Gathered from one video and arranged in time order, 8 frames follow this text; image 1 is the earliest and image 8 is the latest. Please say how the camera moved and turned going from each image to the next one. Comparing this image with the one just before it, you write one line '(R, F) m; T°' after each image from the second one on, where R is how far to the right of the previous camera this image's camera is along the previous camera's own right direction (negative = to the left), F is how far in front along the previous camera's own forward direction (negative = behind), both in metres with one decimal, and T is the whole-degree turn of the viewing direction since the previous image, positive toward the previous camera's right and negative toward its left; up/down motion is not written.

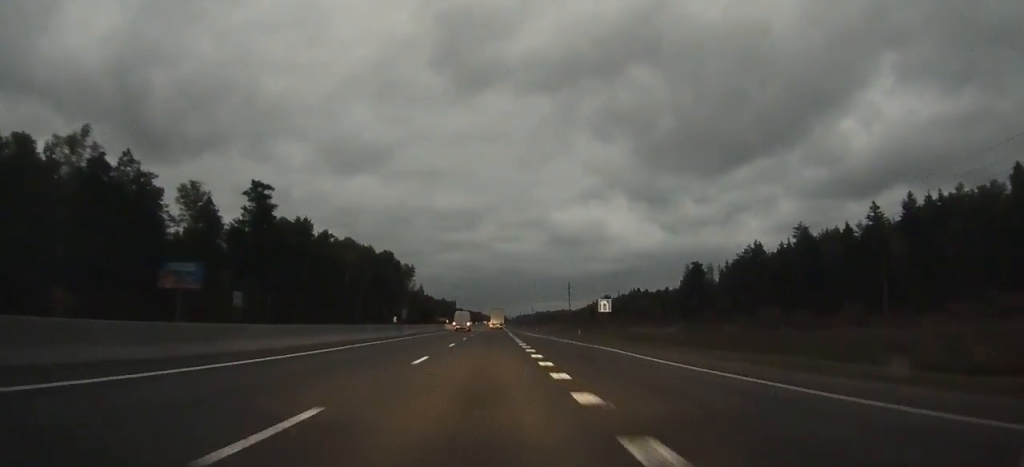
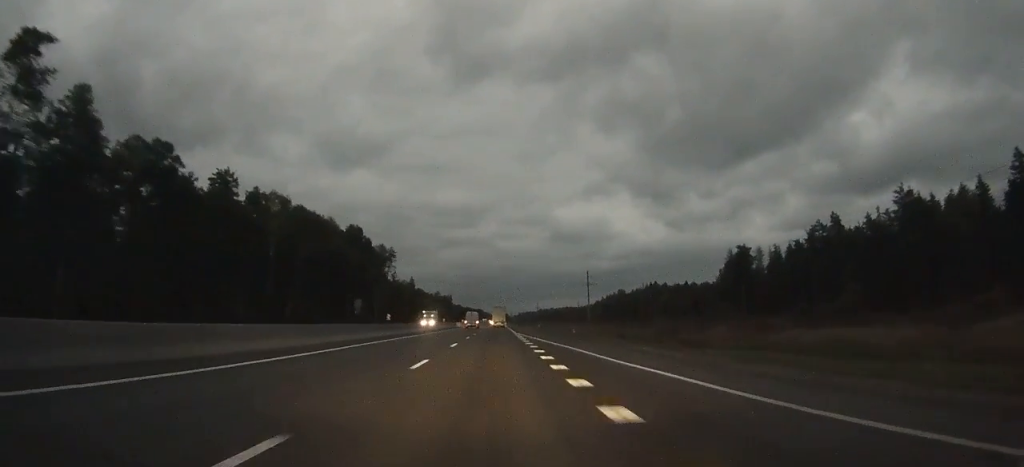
(-0.3, +49.4) m; 0°
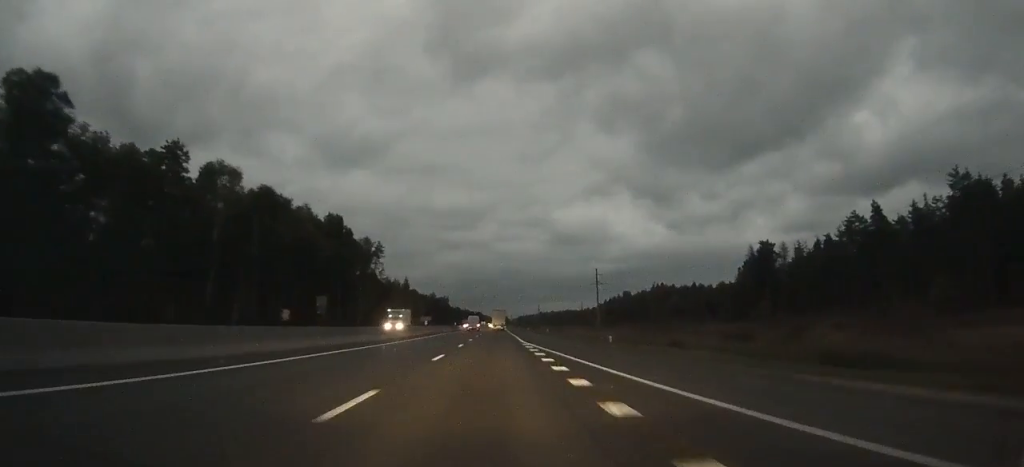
(-0.1, +19.5) m; 0°
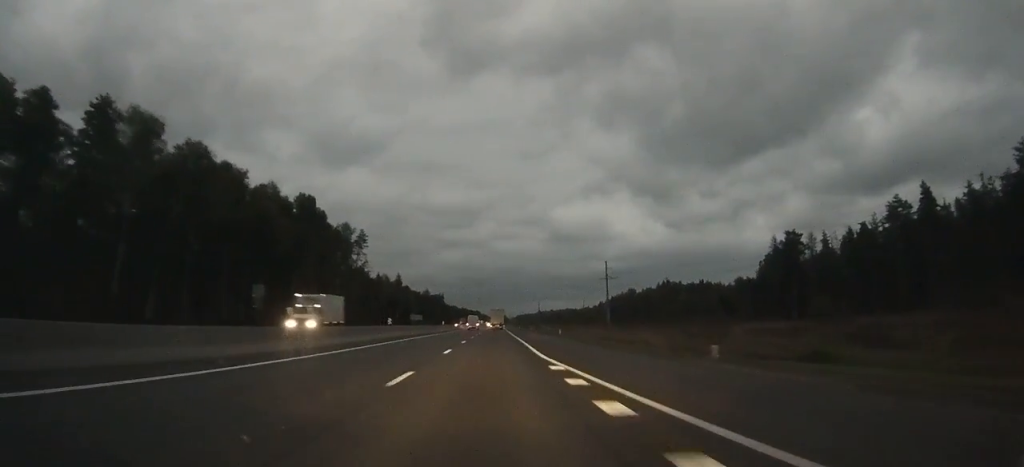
(0.0, +19.6) m; 0°
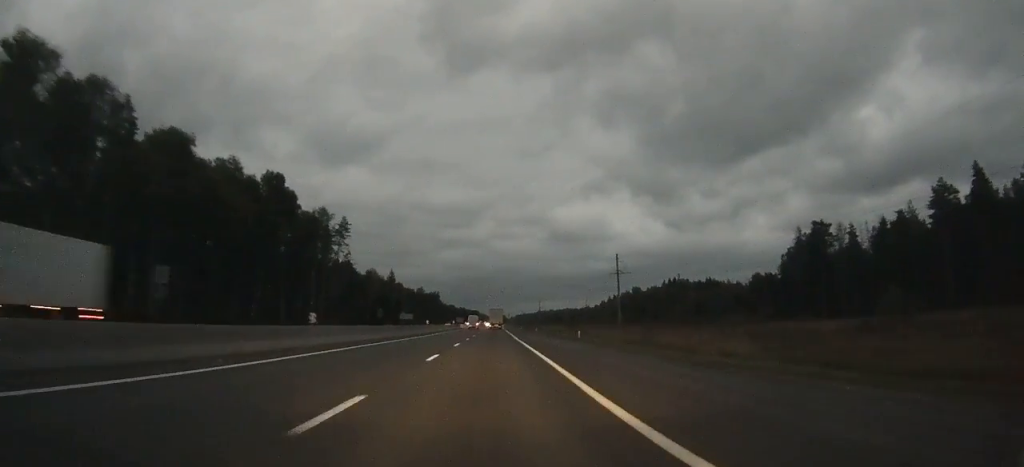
(0.0, +17.0) m; 0°
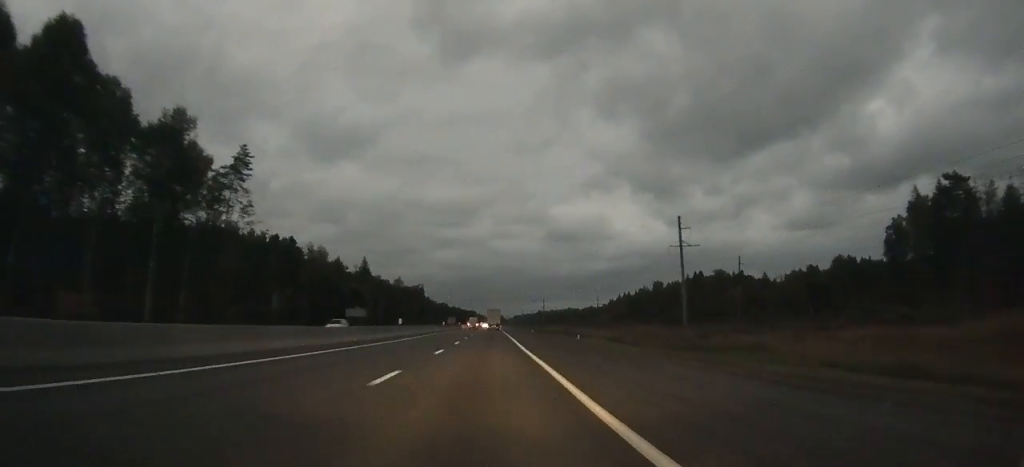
(+0.1, +54.4) m; +1°
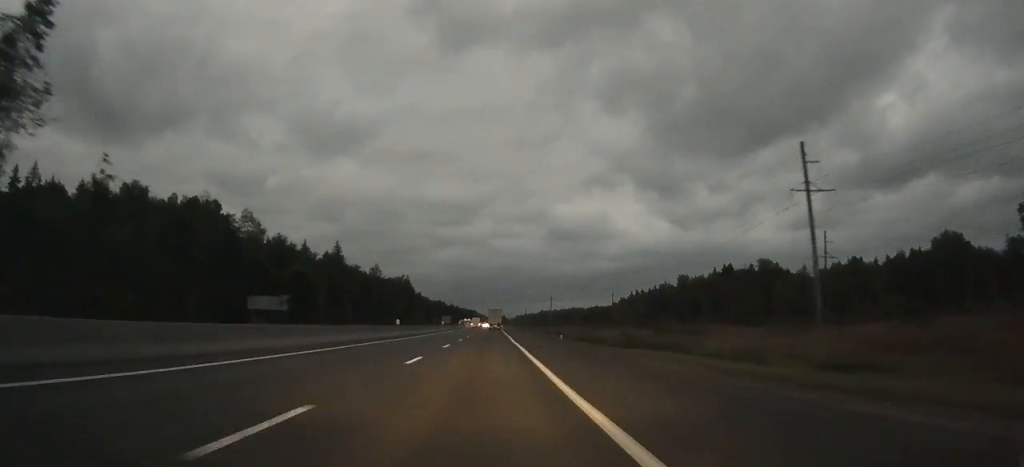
(+0.3, +42.3) m; 0°
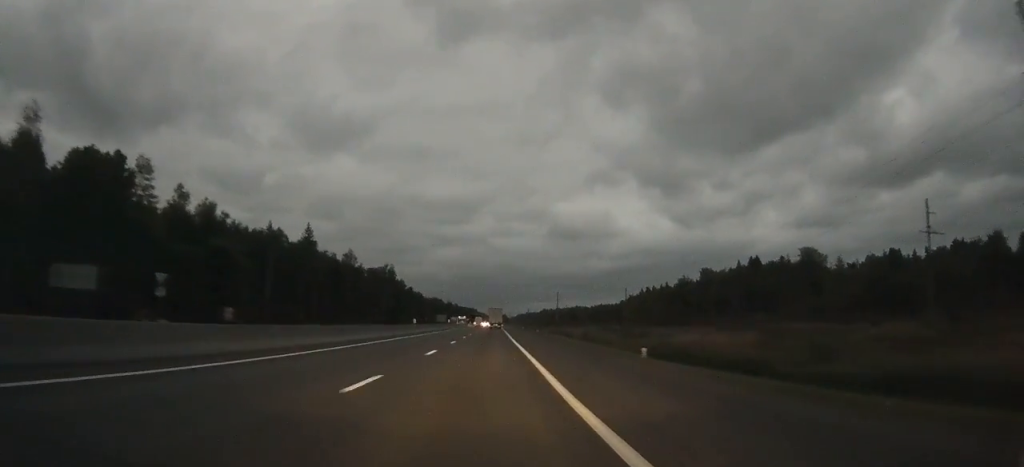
(0.0, +30.9) m; 0°
